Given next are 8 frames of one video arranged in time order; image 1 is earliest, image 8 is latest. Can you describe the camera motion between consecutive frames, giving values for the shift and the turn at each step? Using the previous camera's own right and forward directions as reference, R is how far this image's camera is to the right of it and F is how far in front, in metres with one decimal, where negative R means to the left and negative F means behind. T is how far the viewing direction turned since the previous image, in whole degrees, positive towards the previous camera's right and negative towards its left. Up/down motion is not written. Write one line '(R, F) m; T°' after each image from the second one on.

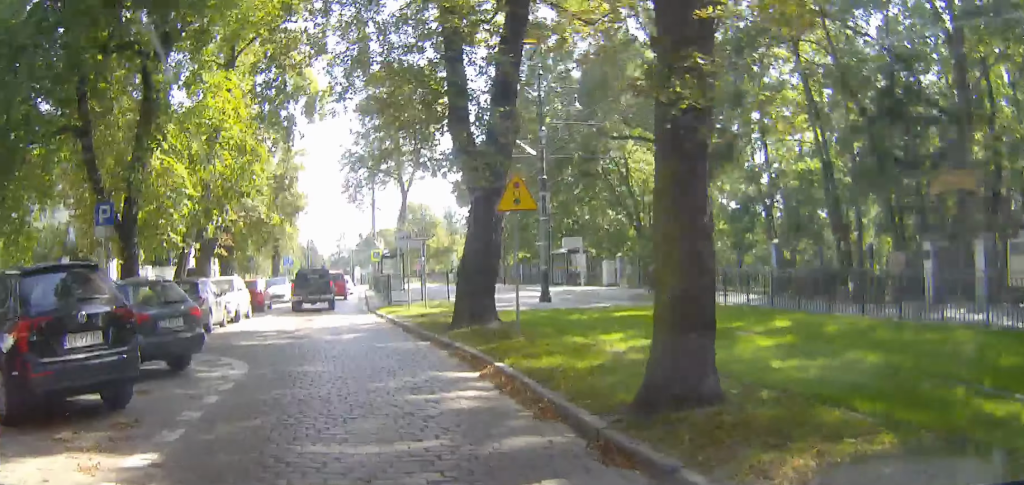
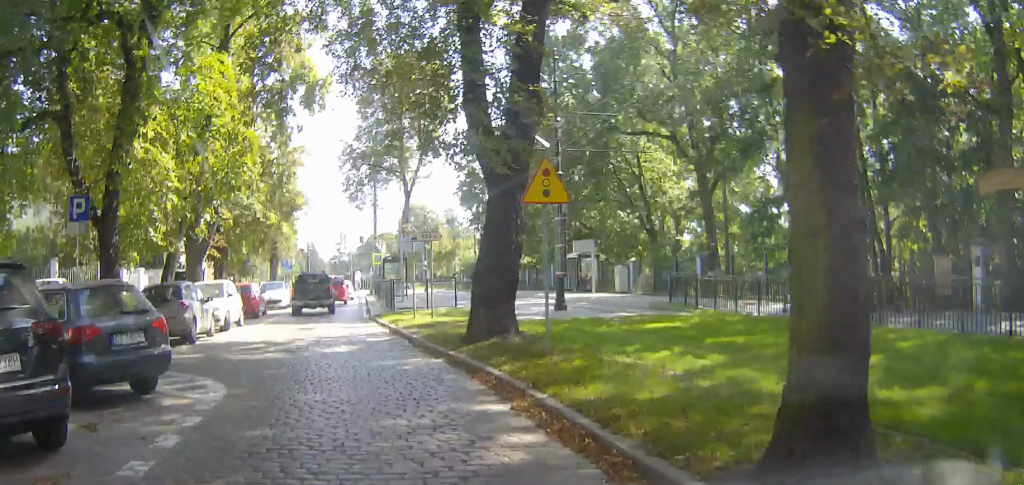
(0.0, +2.1) m; -1°
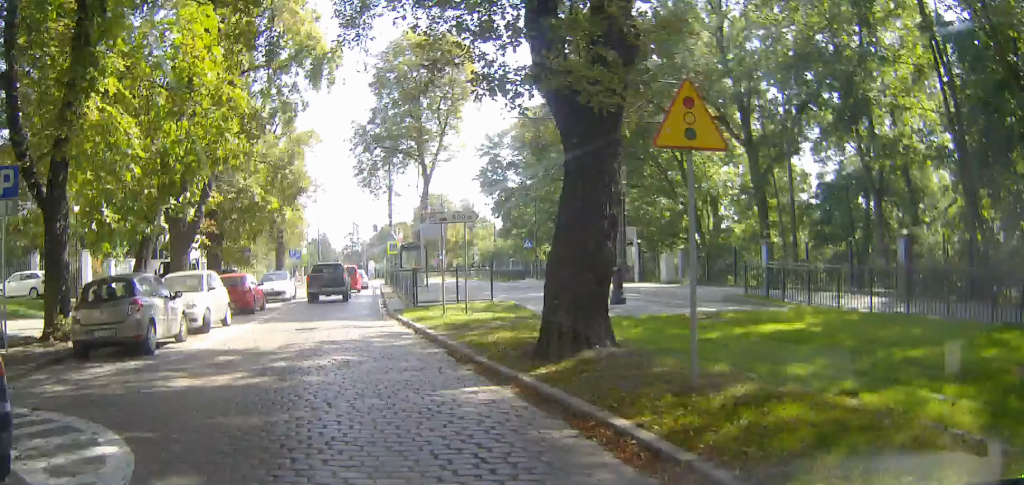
(-0.2, +5.2) m; -4°
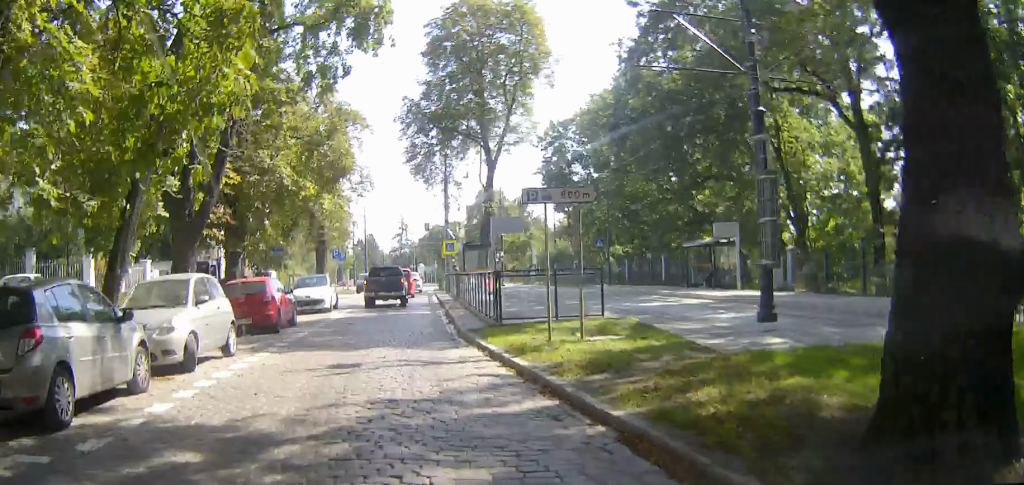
(-0.3, +6.8) m; -3°
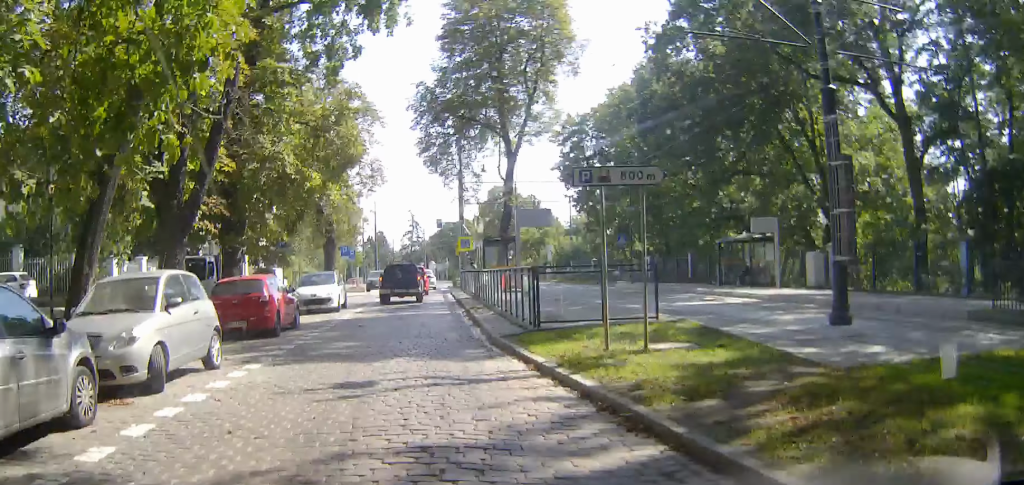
(0.0, +2.9) m; 0°
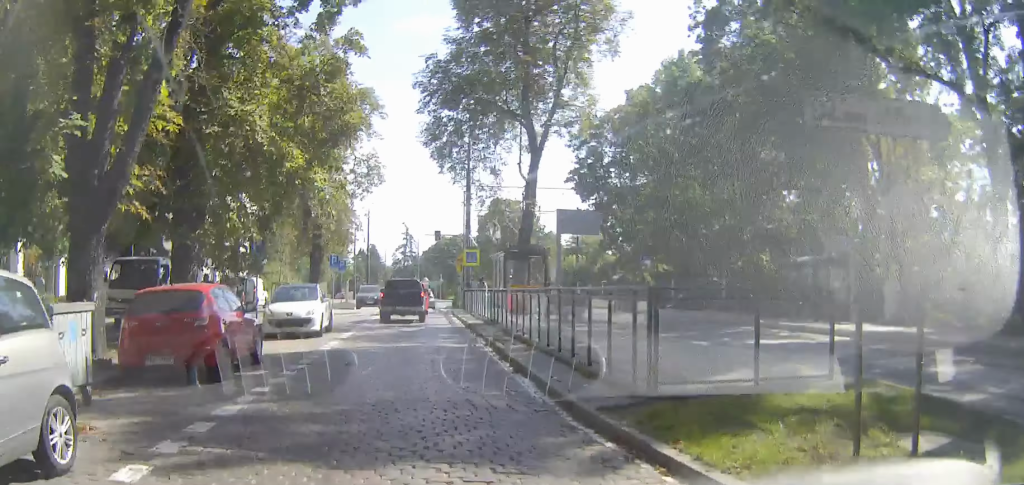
(0.0, +6.1) m; -2°
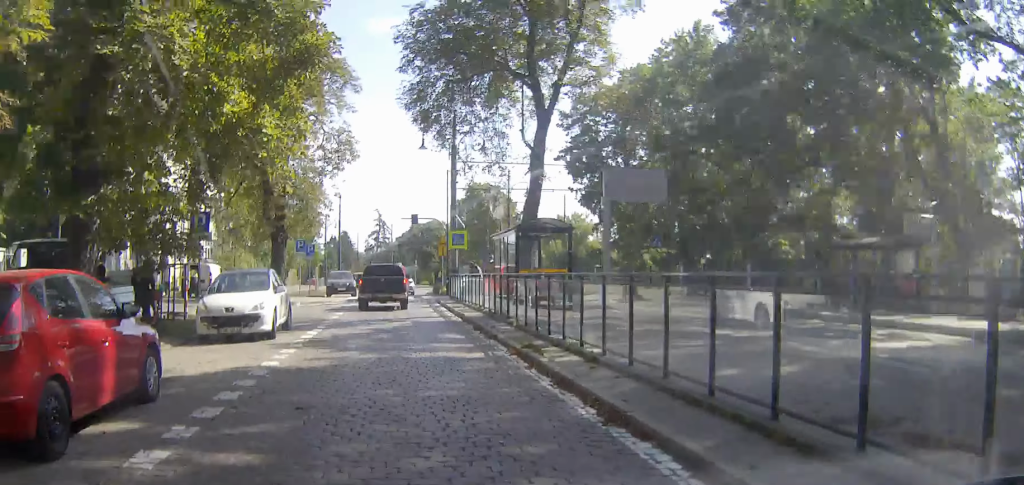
(-0.1, +5.9) m; +2°
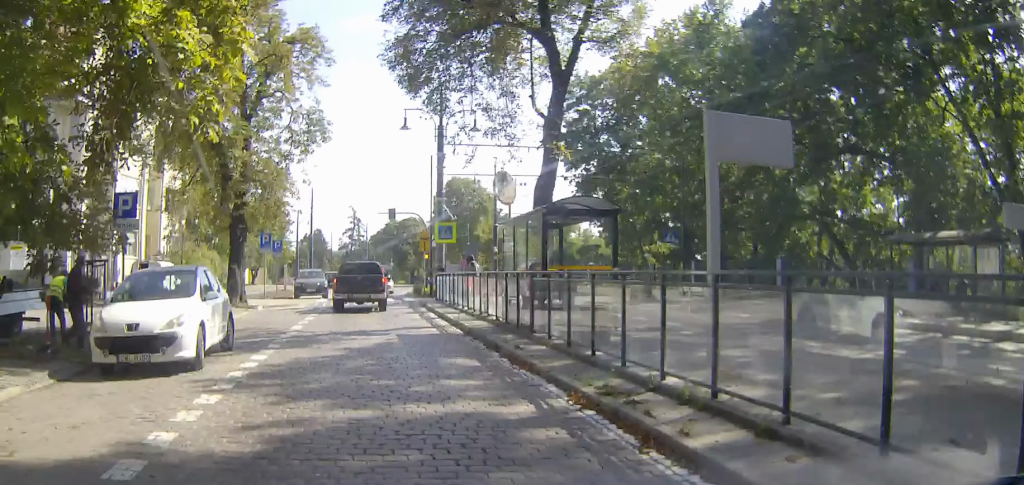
(+0.3, +6.0) m; +3°
